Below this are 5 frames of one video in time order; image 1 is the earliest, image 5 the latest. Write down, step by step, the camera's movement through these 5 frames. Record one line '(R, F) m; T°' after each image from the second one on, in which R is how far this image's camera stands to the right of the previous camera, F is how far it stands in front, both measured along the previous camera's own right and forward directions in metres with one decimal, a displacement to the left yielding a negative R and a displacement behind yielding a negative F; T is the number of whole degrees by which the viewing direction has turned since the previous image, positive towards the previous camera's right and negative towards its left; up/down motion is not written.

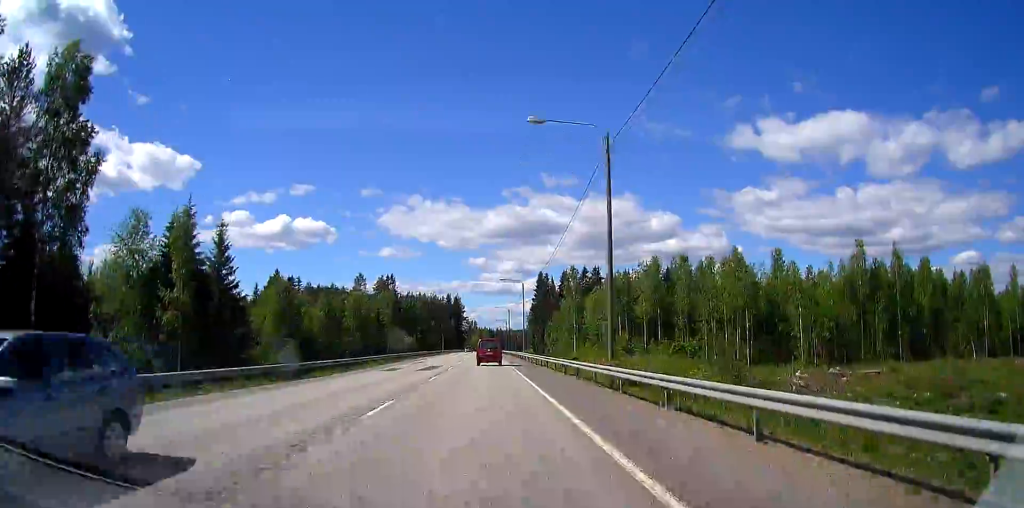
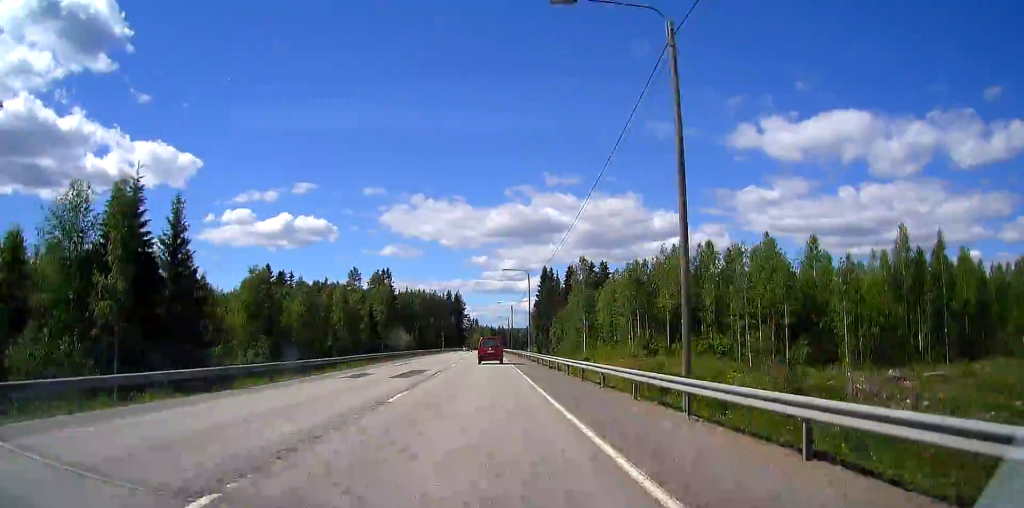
(+0.1, +9.7) m; 0°
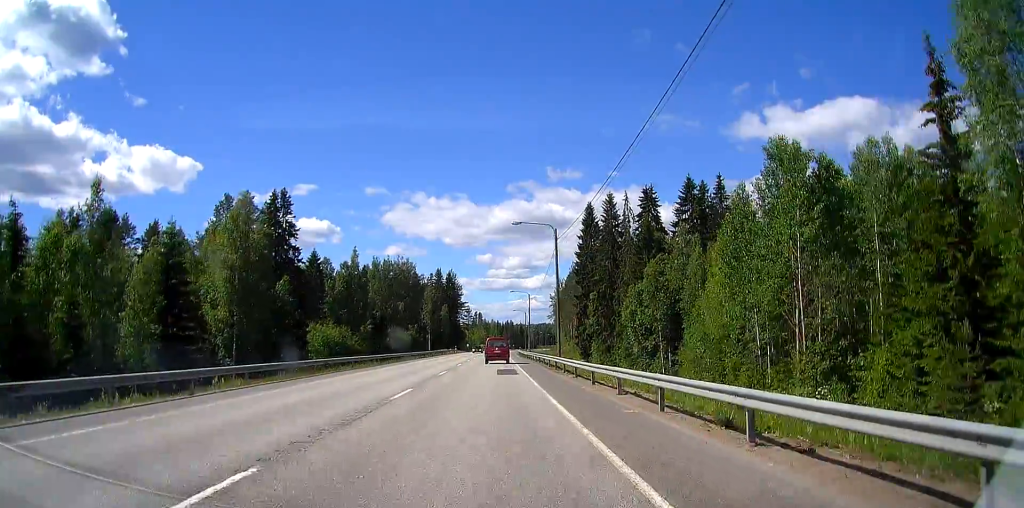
(-0.9, +82.7) m; 0°
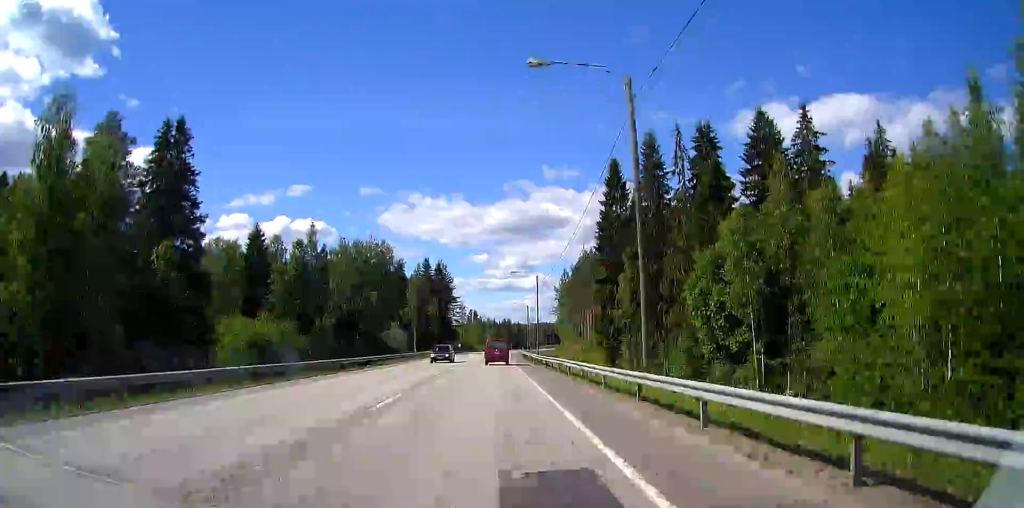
(-0.1, +25.0) m; -1°
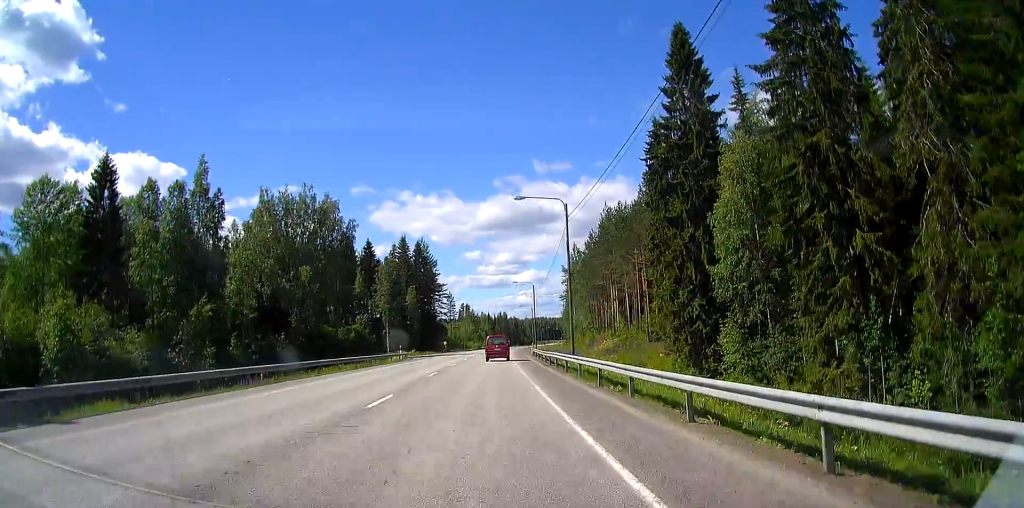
(0.0, +35.6) m; +1°
